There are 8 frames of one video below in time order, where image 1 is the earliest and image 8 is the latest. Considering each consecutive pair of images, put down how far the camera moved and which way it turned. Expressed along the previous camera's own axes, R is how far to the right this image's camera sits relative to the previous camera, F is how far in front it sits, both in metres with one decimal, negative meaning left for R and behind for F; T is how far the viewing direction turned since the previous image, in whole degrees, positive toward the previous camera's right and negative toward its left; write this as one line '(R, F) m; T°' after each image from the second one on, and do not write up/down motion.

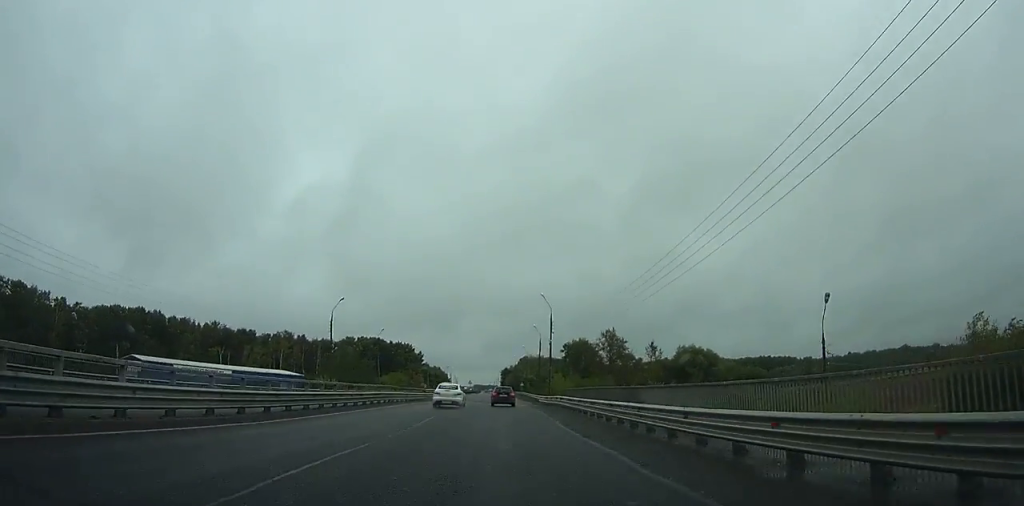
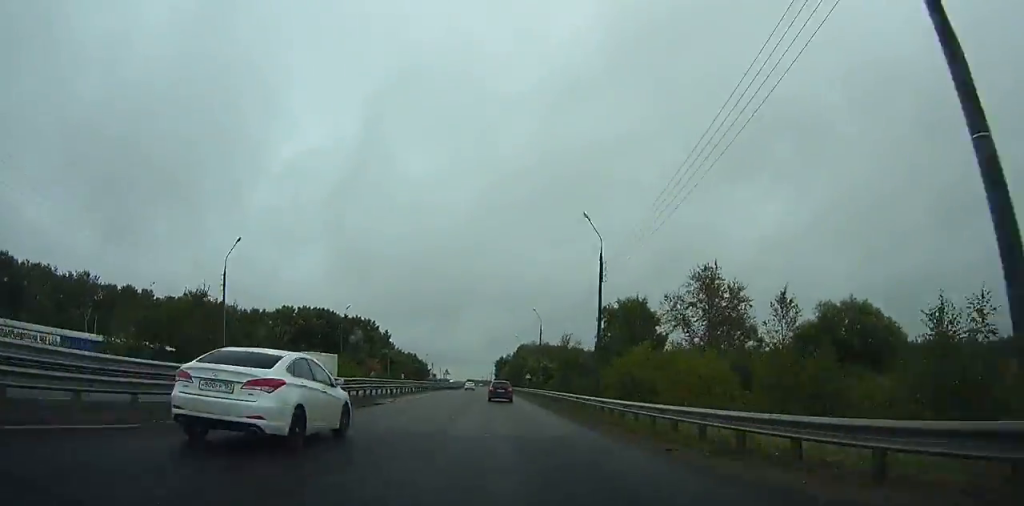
(+0.3, +59.9) m; +1°
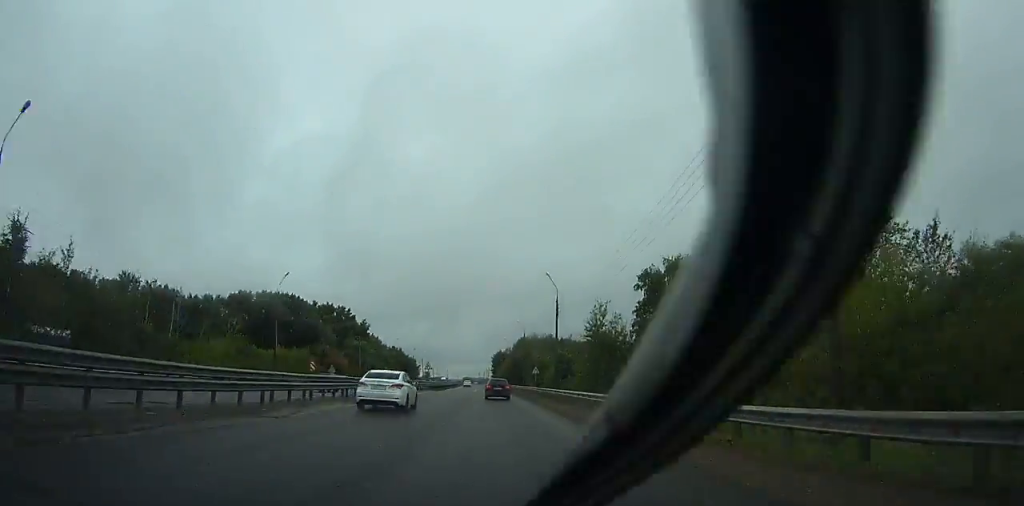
(-0.1, +24.7) m; 0°
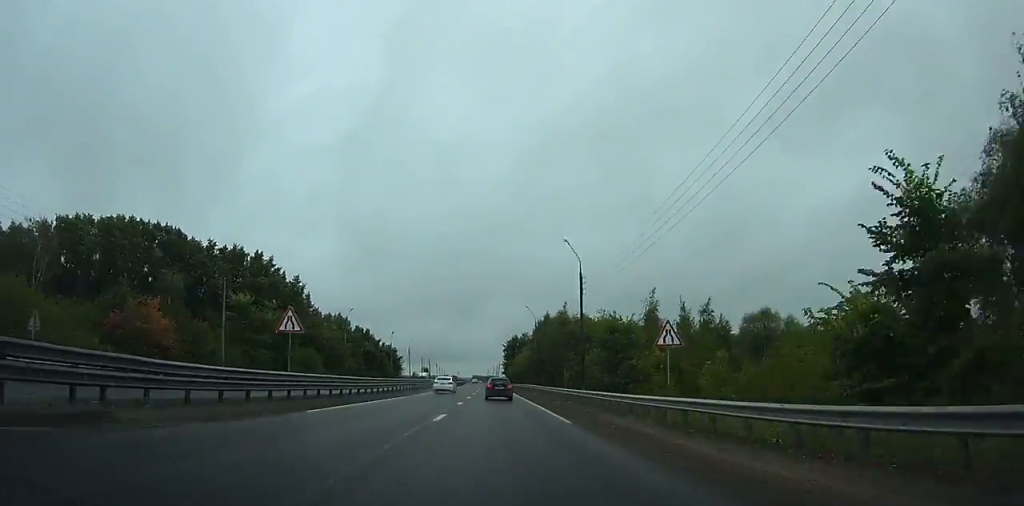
(0.0, +56.0) m; -1°
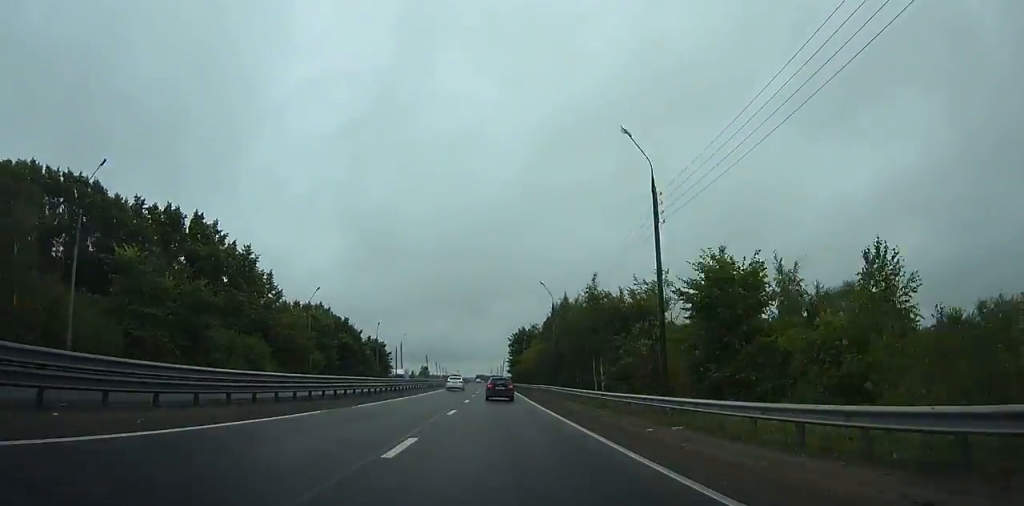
(-0.1, +19.4) m; 0°
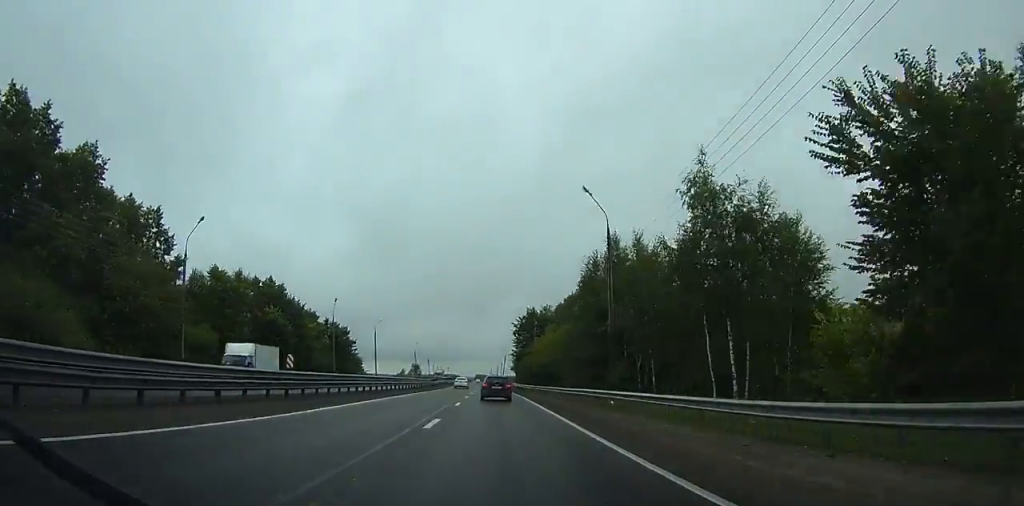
(0.0, +30.3) m; 0°
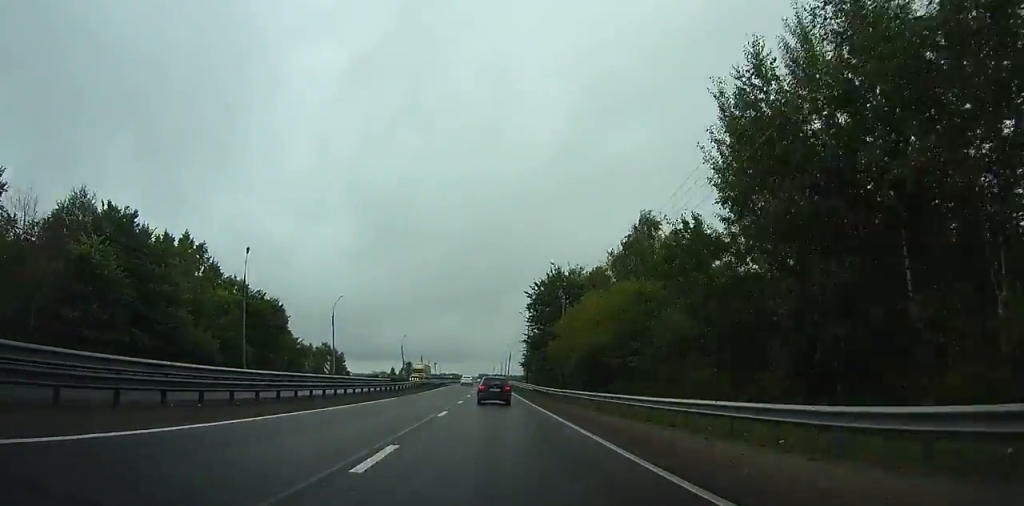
(0.0, +30.7) m; 0°
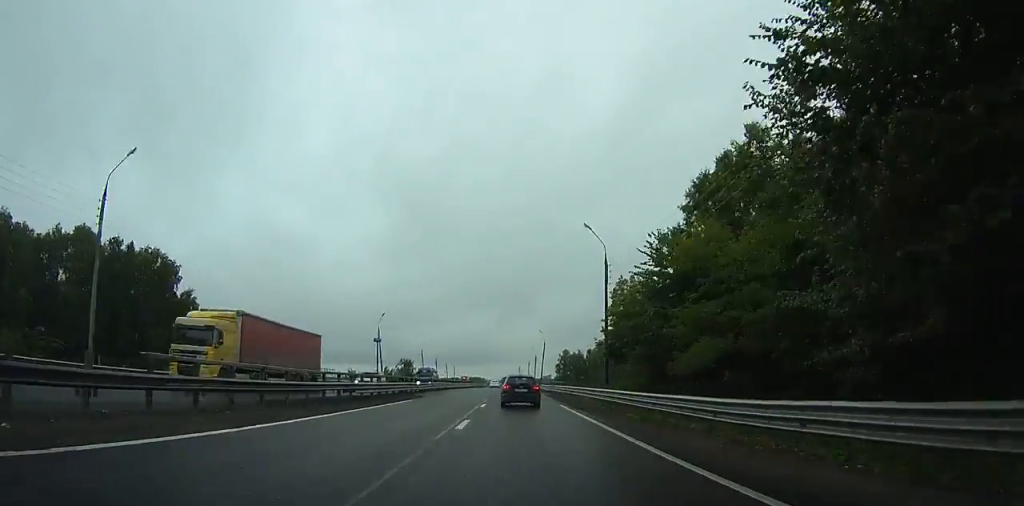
(-0.2, +52.8) m; -1°
